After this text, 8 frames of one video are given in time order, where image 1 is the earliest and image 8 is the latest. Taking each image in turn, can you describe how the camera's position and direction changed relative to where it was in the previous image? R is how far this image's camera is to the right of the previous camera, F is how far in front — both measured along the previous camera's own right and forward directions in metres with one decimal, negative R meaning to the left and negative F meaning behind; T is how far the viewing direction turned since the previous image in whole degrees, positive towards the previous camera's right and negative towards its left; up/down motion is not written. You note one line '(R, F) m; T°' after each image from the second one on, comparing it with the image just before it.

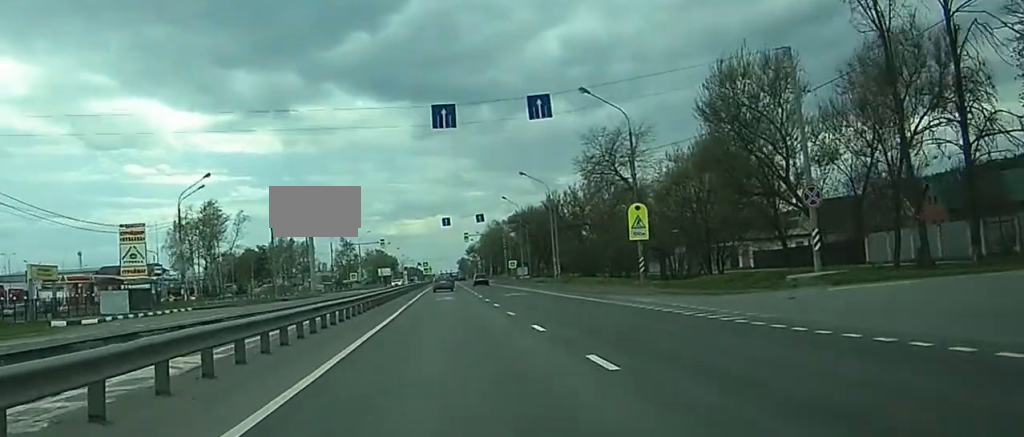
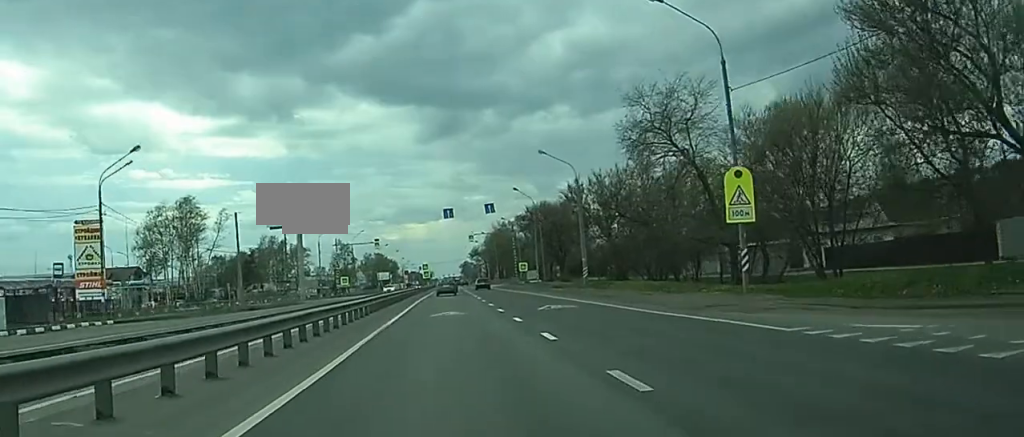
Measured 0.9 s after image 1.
(0.0, +16.9) m; 0°
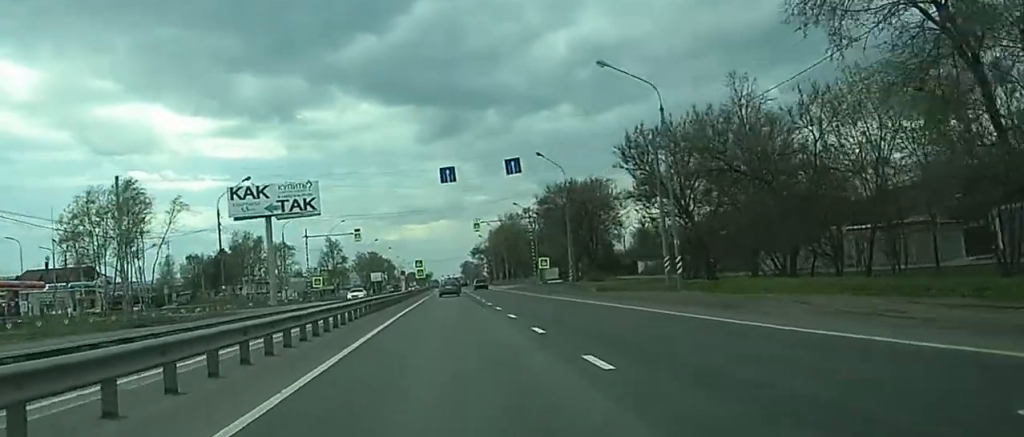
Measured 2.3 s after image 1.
(0.0, +29.3) m; 0°
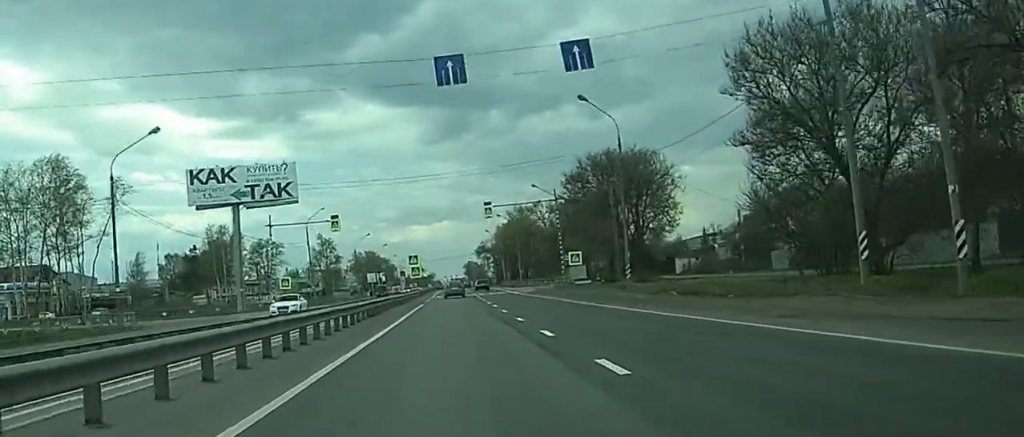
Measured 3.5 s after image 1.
(-0.2, +24.4) m; -1°
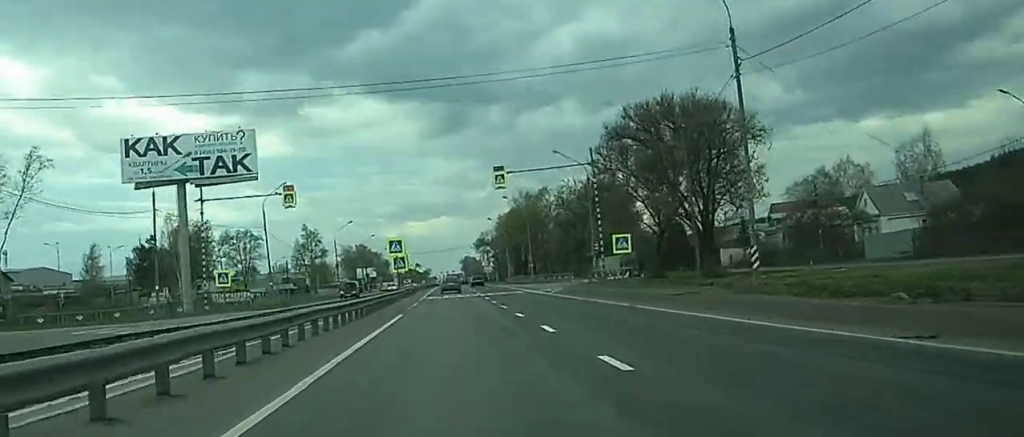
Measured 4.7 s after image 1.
(+0.1, +24.0) m; 0°
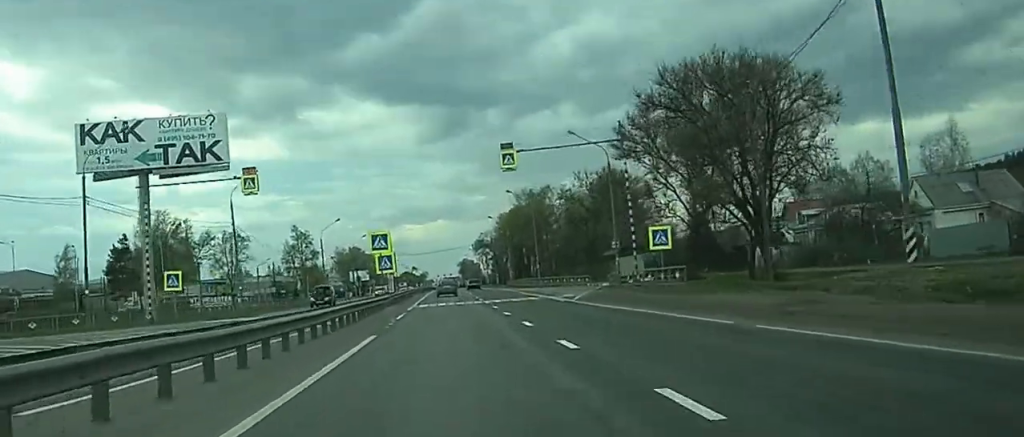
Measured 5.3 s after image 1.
(0.0, +11.8) m; 0°
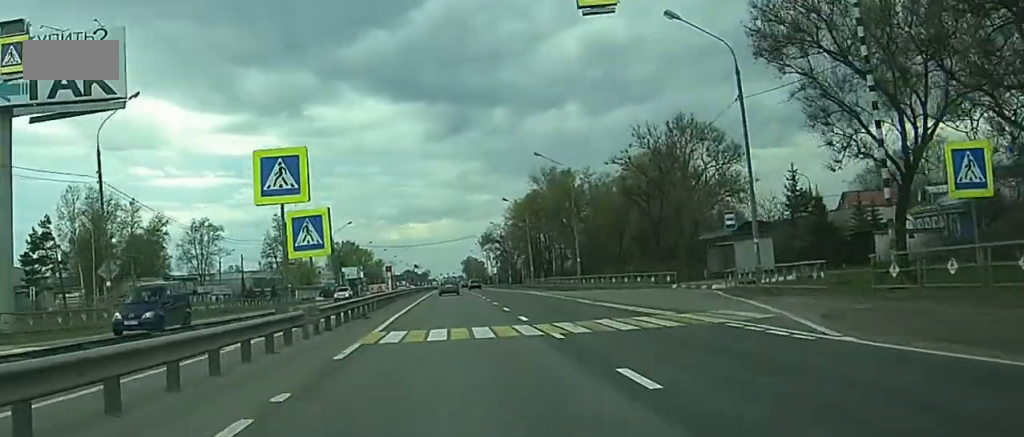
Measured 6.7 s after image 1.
(0.0, +29.9) m; 0°
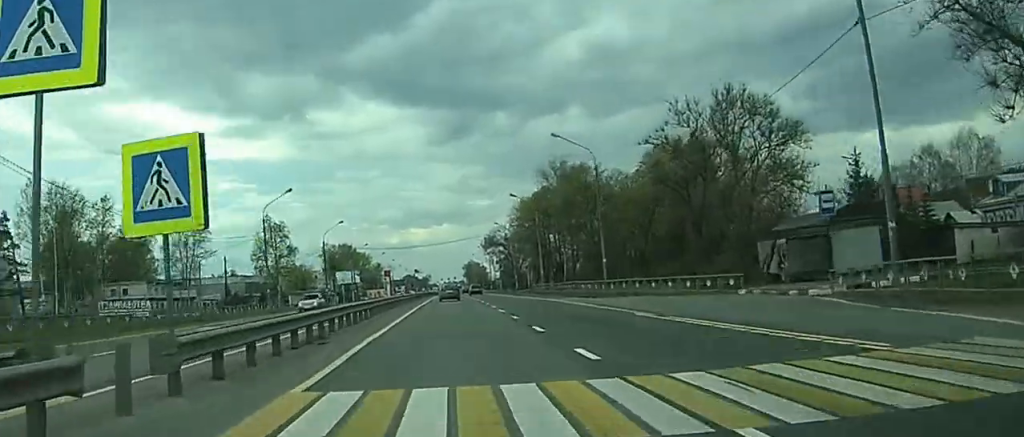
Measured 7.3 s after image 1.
(0.0, +11.9) m; 0°
